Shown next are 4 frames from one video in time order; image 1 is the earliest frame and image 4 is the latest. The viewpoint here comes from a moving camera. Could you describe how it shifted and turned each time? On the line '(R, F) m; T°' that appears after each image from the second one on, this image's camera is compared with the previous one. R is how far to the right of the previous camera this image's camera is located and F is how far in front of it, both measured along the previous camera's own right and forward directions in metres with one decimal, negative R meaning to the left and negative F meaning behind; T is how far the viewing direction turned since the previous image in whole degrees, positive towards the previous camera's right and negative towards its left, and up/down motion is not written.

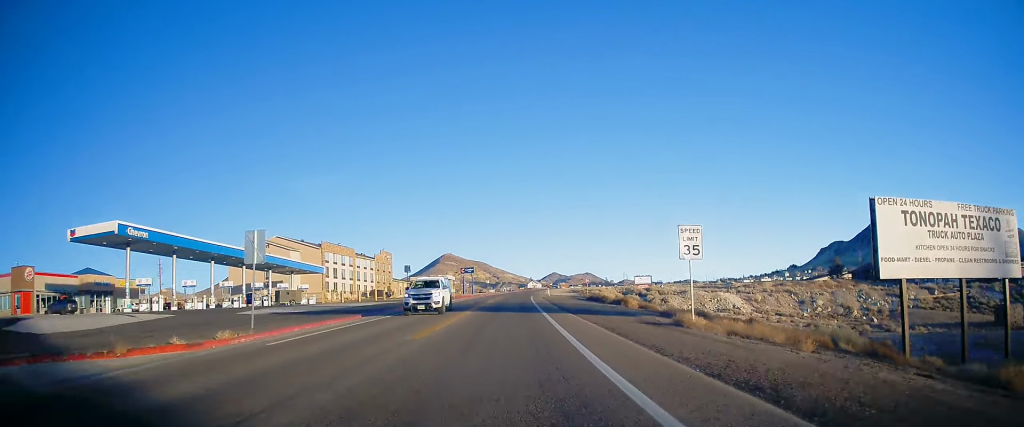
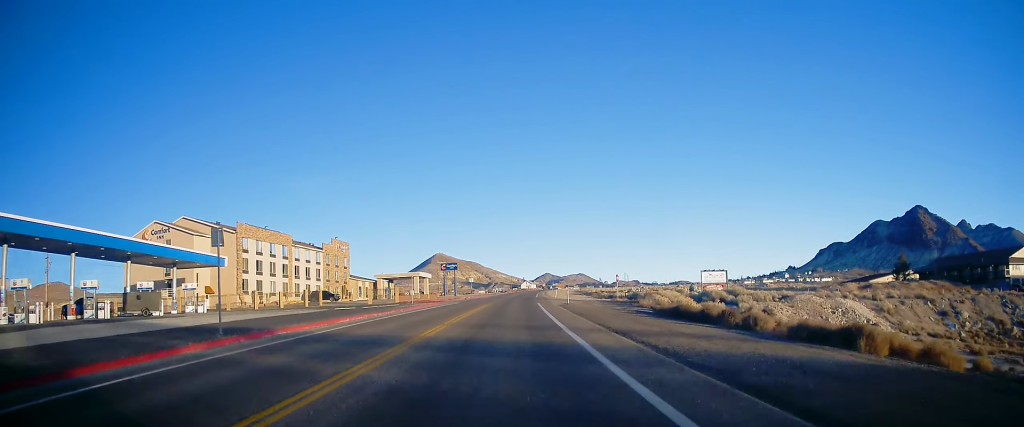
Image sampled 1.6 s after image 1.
(+0.4, +34.0) m; +2°
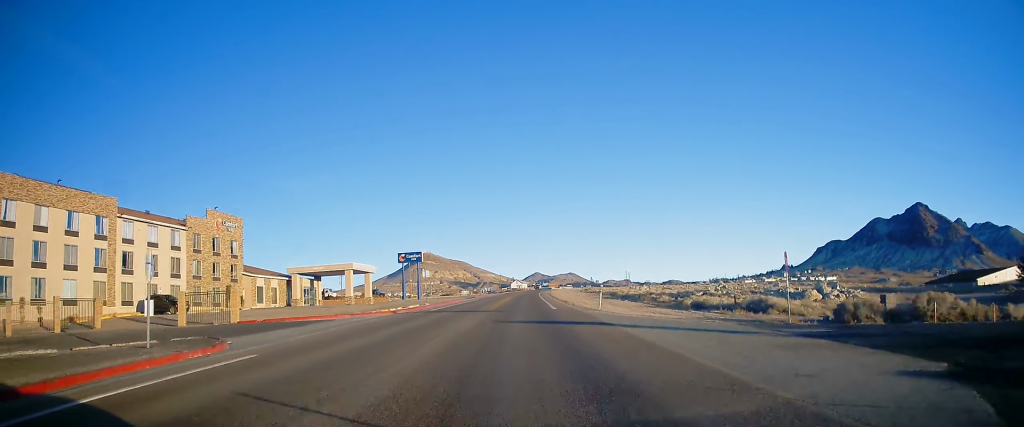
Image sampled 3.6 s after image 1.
(-0.1, +43.6) m; 0°
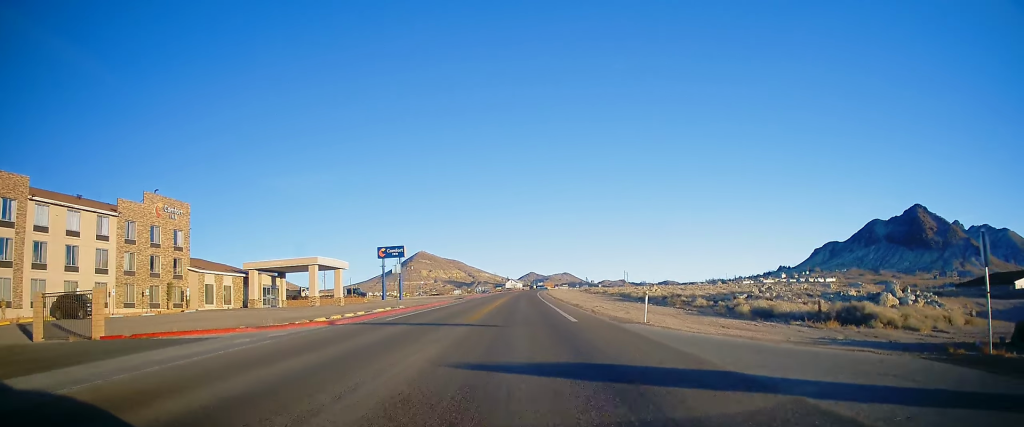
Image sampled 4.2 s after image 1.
(+0.2, +12.1) m; +1°
